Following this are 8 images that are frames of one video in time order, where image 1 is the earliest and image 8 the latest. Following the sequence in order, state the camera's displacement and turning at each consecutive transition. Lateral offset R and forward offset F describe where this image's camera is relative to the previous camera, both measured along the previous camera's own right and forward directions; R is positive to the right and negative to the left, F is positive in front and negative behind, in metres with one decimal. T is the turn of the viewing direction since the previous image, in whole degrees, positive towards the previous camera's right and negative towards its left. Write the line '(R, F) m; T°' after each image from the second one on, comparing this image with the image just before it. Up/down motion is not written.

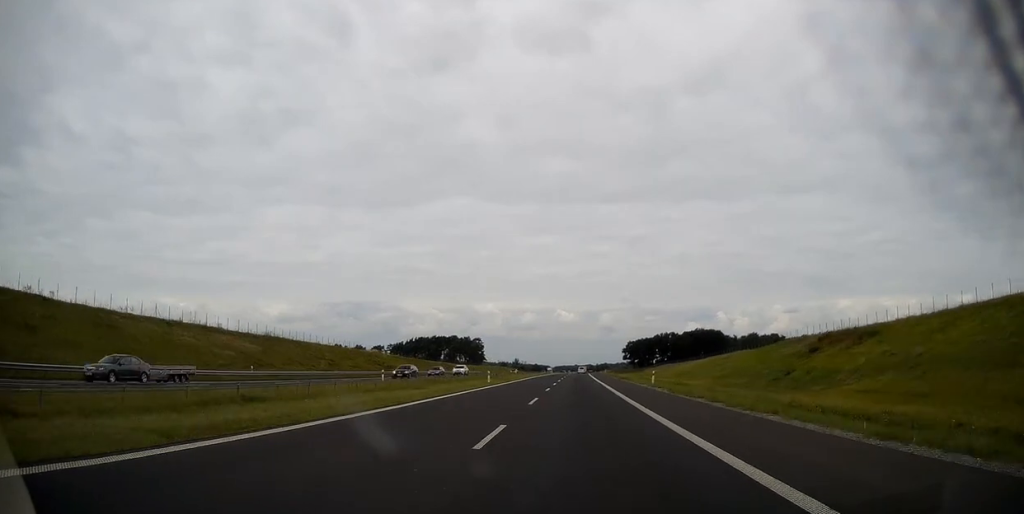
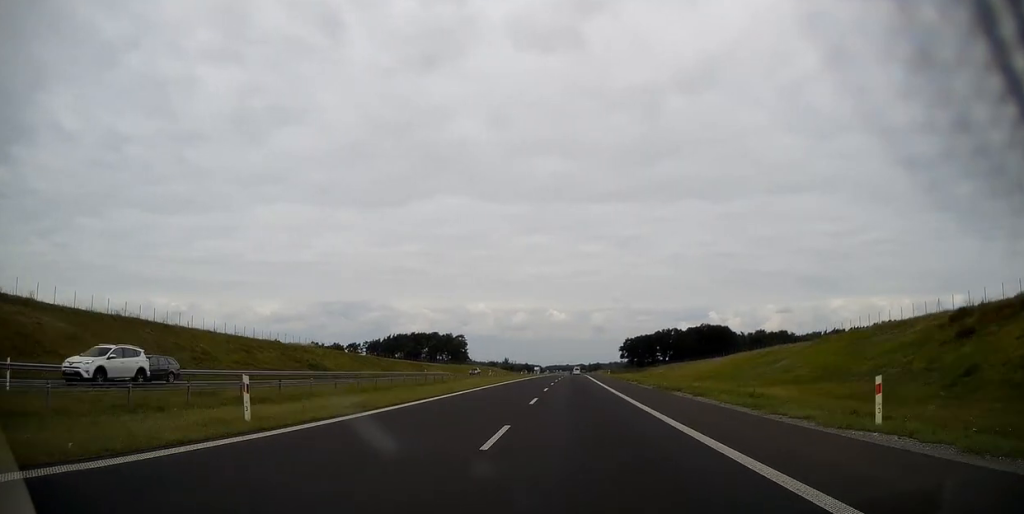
(-0.1, +35.8) m; 0°
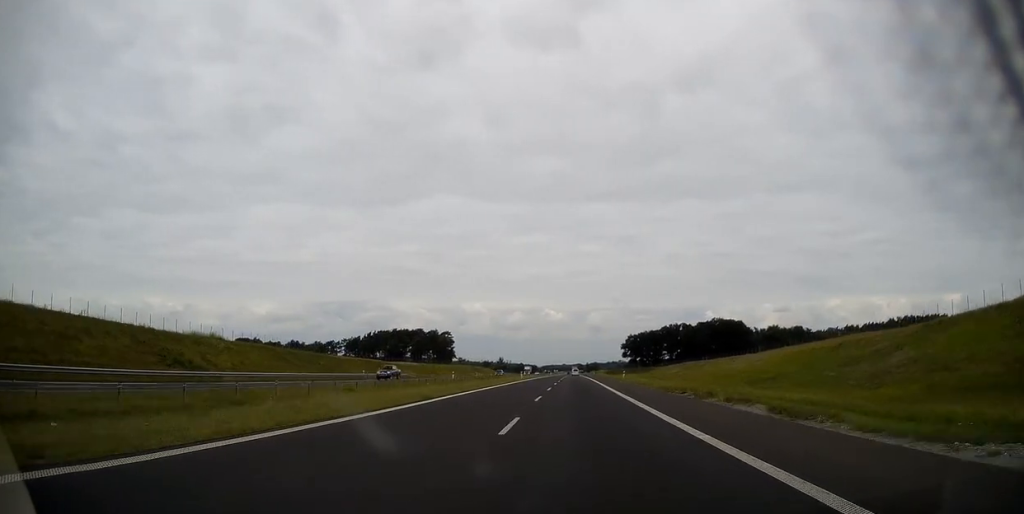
(+0.3, +33.5) m; +1°
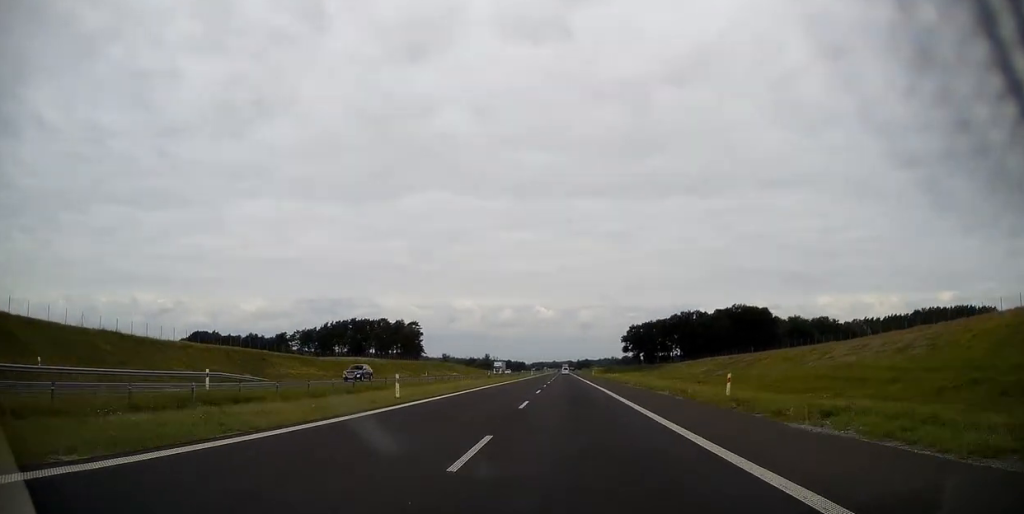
(+0.2, +53.1) m; 0°
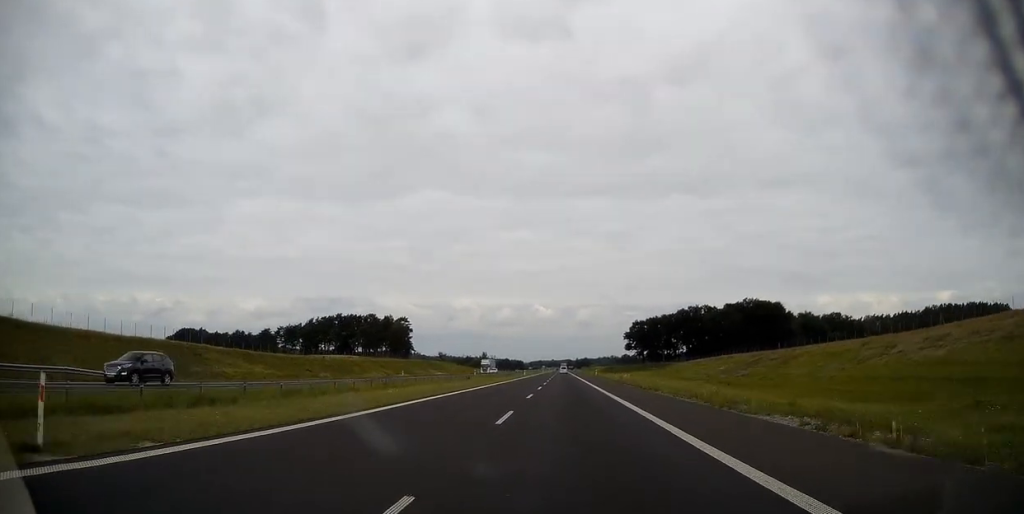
(+0.1, +17.3) m; 0°
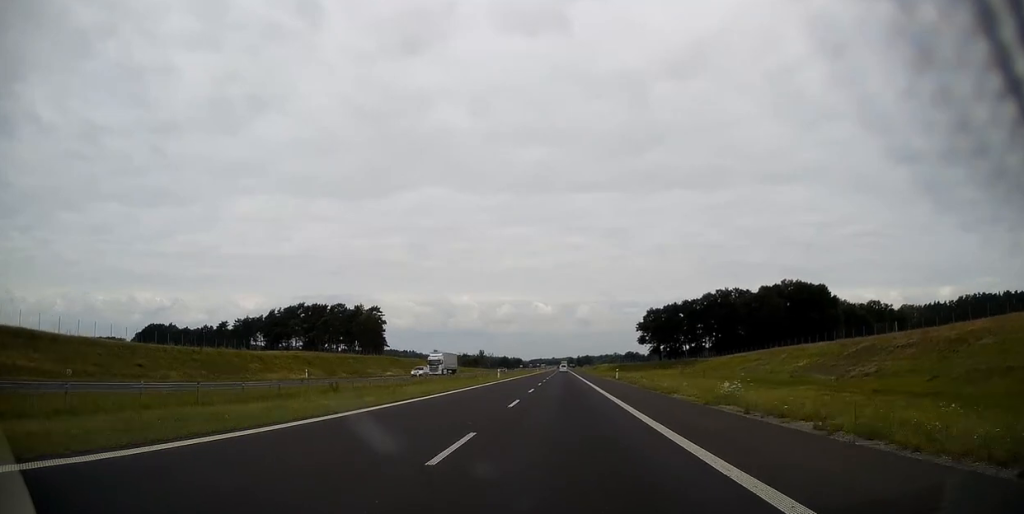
(+0.2, +41.7) m; 0°
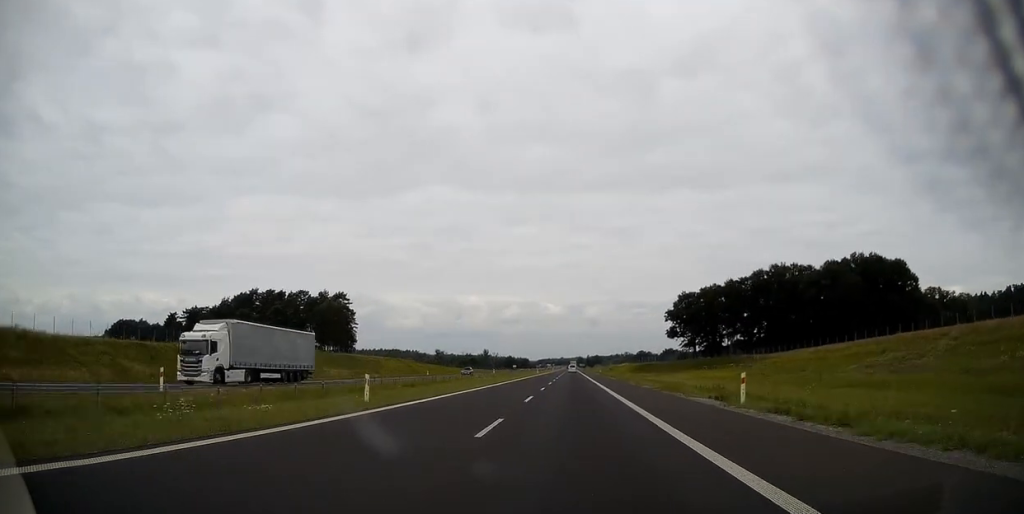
(-0.2, +44.1) m; 0°
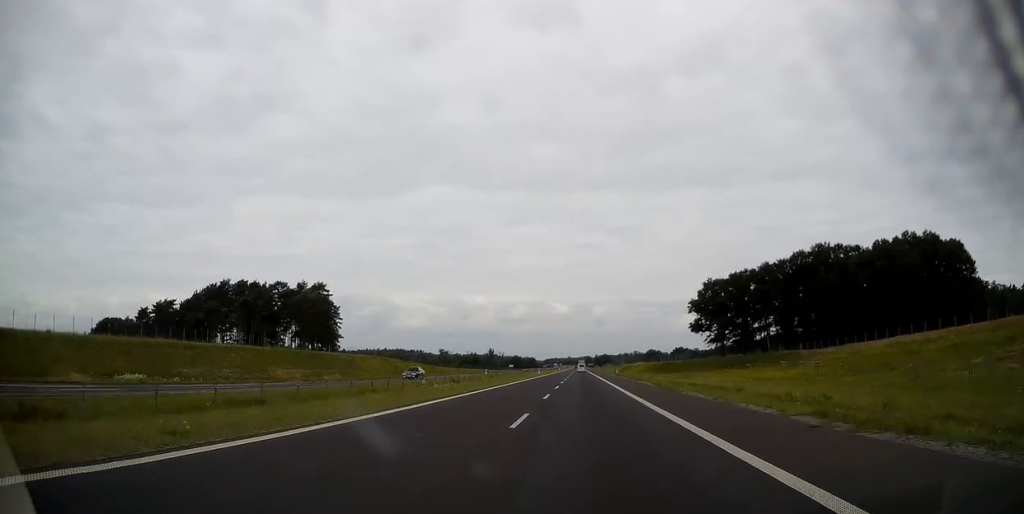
(0.0, +22.1) m; 0°
